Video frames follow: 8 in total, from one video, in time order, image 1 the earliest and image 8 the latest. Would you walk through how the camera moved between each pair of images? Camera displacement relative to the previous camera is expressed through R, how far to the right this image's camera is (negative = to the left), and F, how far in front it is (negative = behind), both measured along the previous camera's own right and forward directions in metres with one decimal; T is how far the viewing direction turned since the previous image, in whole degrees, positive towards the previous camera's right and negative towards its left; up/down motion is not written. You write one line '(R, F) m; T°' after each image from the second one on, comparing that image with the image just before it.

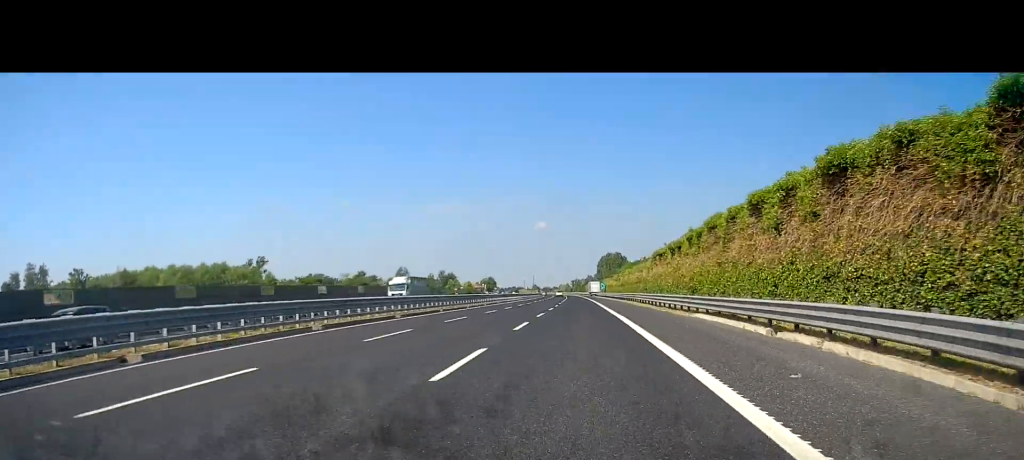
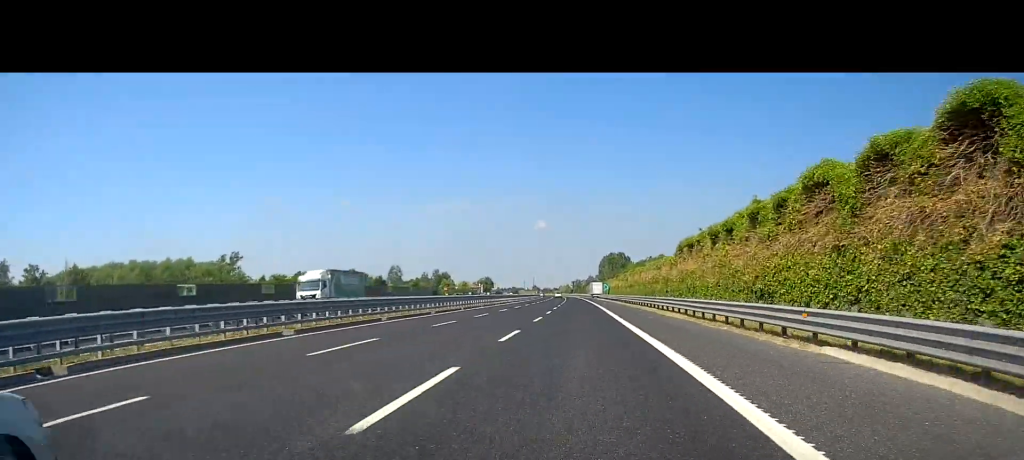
(-0.1, +14.8) m; 0°
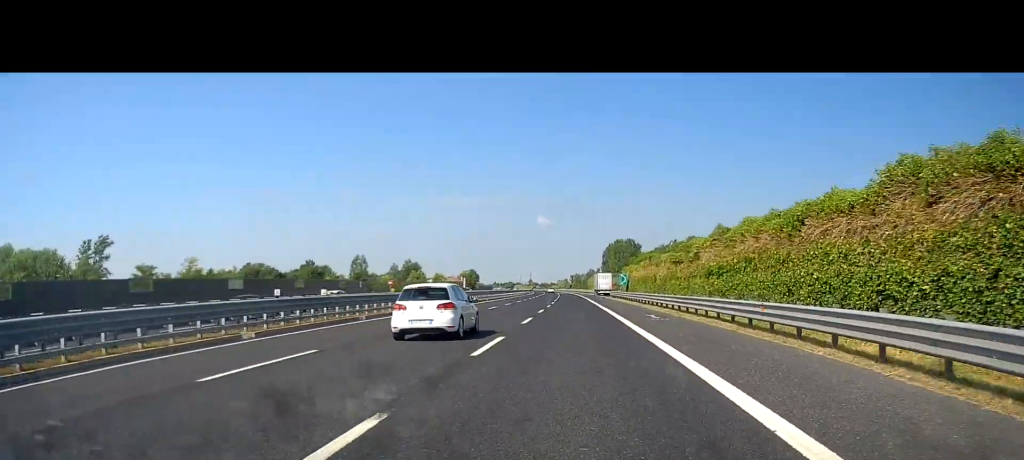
(-0.6, +50.9) m; -1°
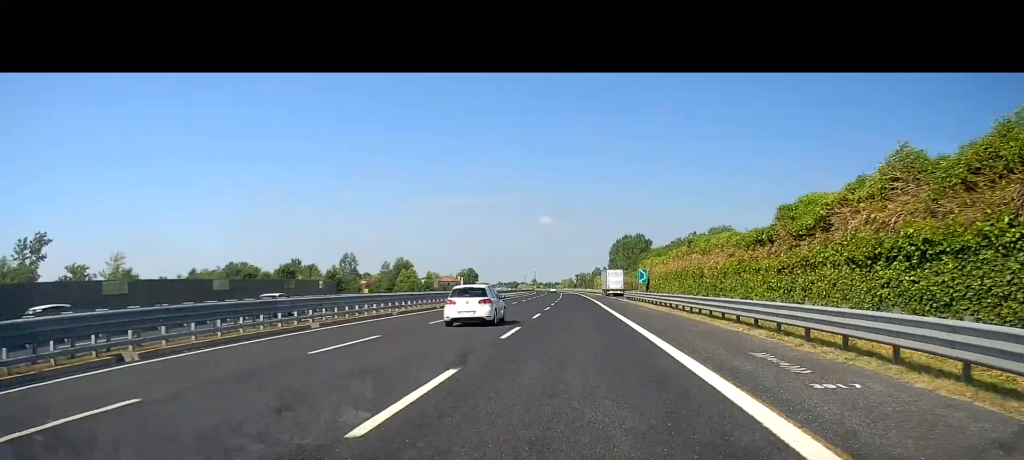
(+0.3, +18.5) m; +1°
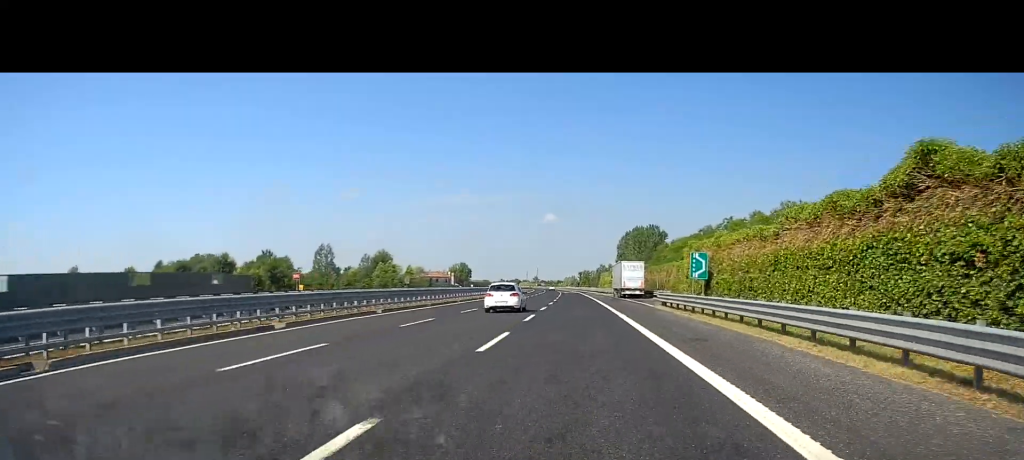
(+0.1, +27.3) m; -1°
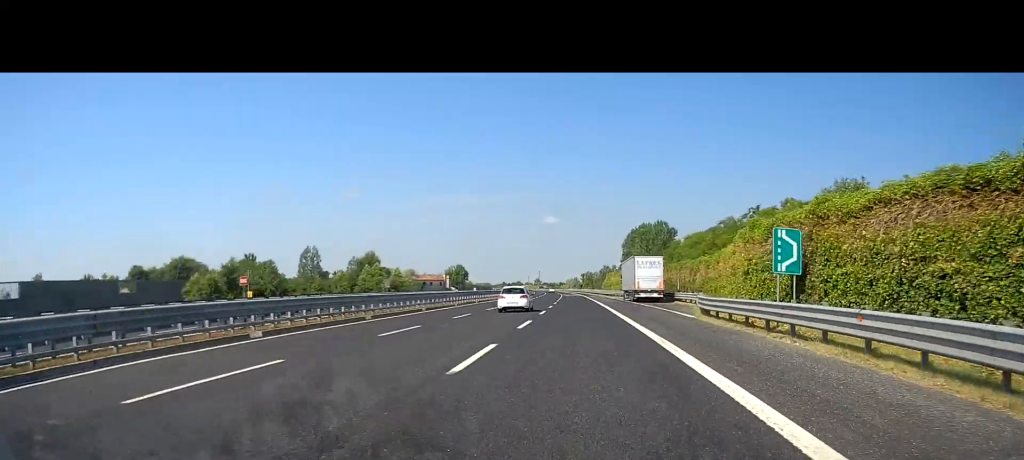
(-0.1, +14.1) m; 0°
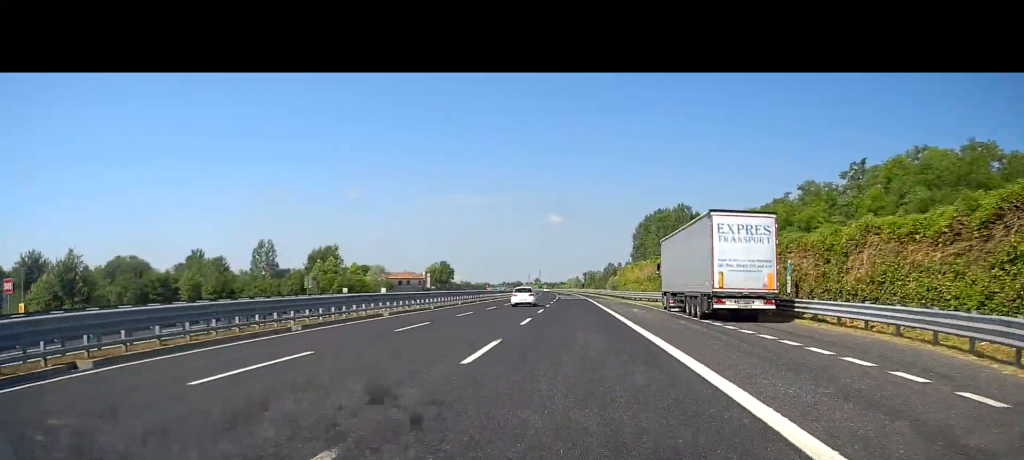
(0.0, +32.7) m; 0°
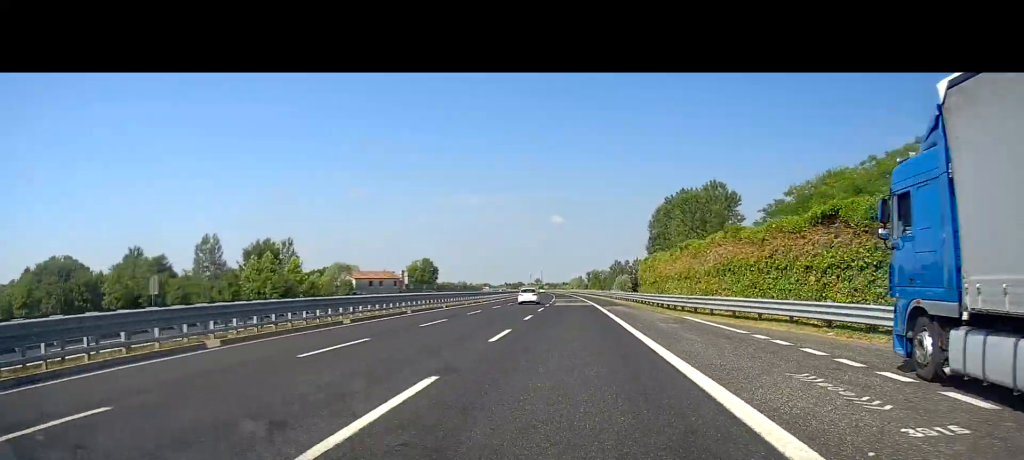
(-0.1, +30.1) m; -1°
